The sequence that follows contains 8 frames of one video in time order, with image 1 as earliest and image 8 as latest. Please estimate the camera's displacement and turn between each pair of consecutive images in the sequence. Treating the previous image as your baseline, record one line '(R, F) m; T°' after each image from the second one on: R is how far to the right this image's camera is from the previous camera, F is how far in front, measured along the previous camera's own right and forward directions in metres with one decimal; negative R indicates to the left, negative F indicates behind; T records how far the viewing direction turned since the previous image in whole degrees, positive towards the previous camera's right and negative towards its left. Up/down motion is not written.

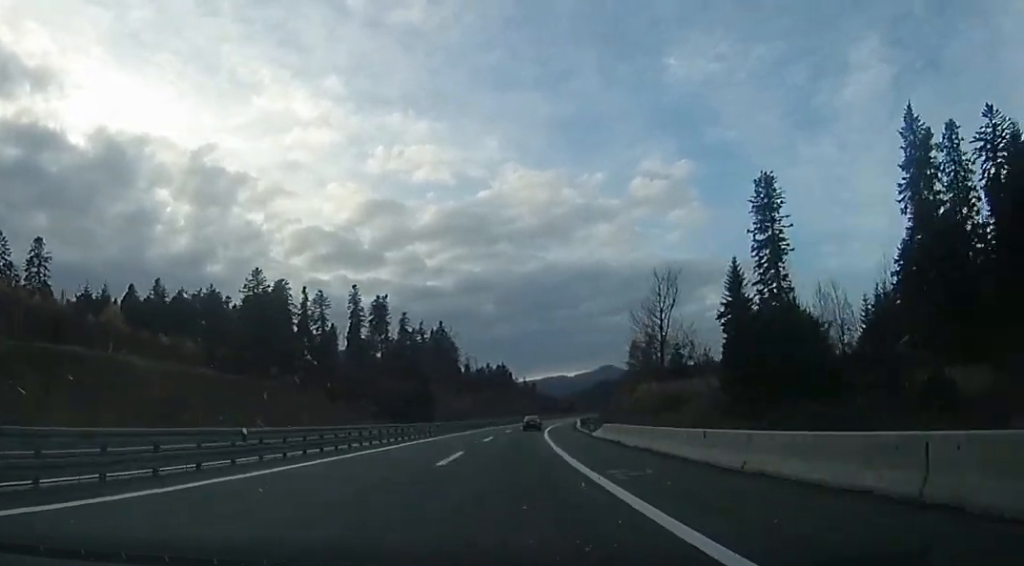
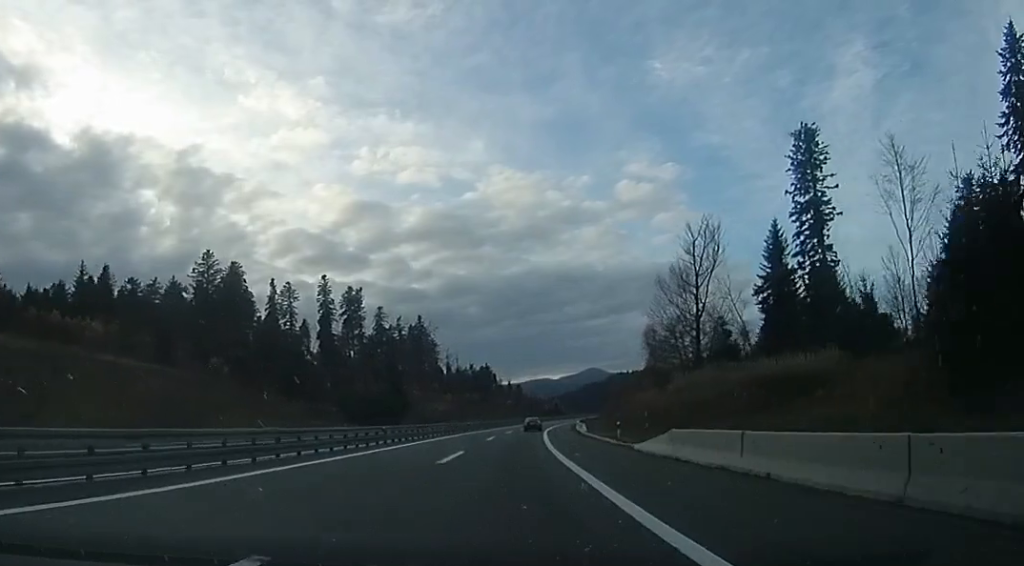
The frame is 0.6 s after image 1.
(-0.7, +18.0) m; 0°
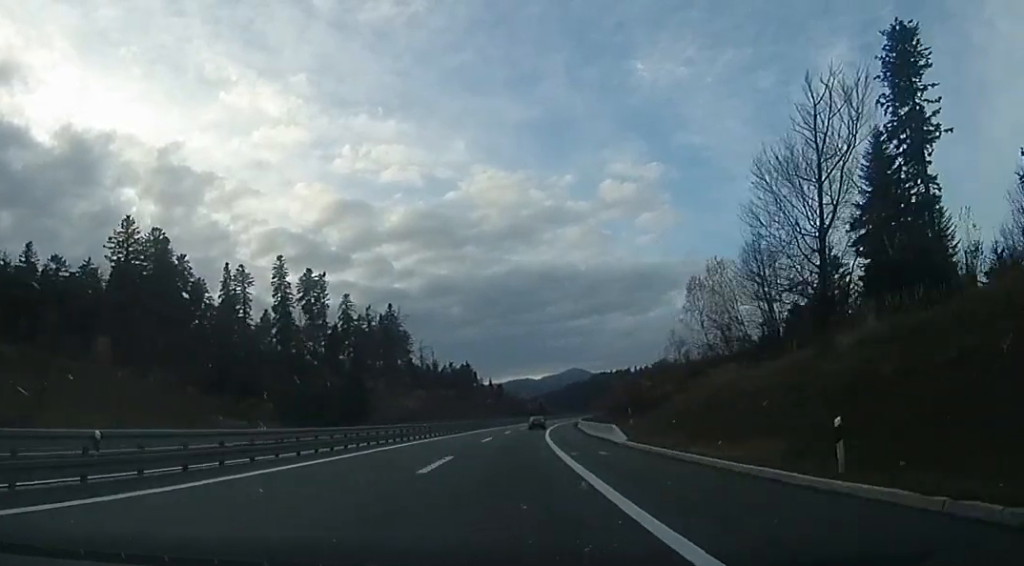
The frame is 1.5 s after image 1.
(+0.5, +23.8) m; +4°
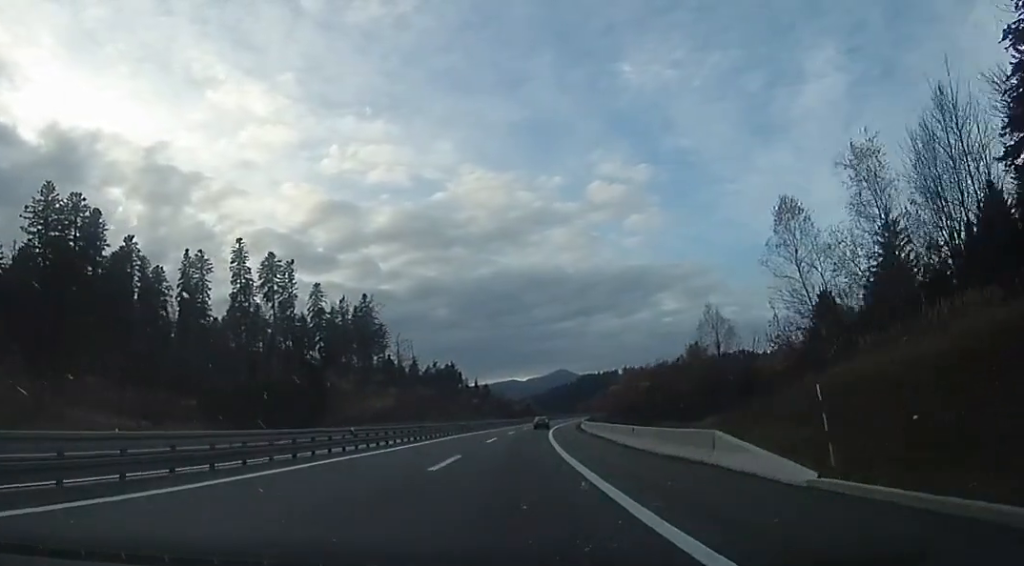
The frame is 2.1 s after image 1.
(+0.5, +18.5) m; +2°
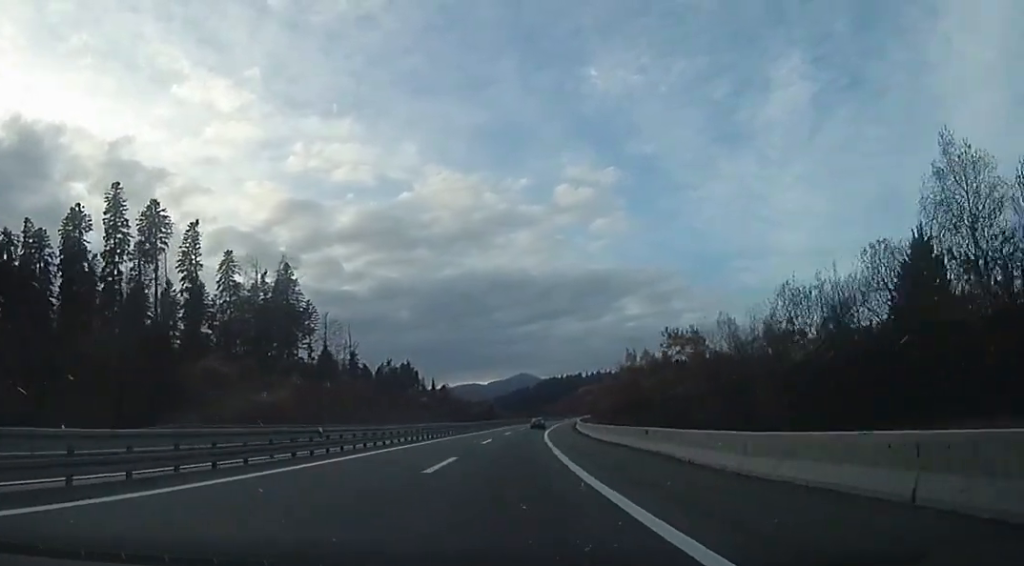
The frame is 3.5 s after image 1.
(+0.4, +39.0) m; +1°
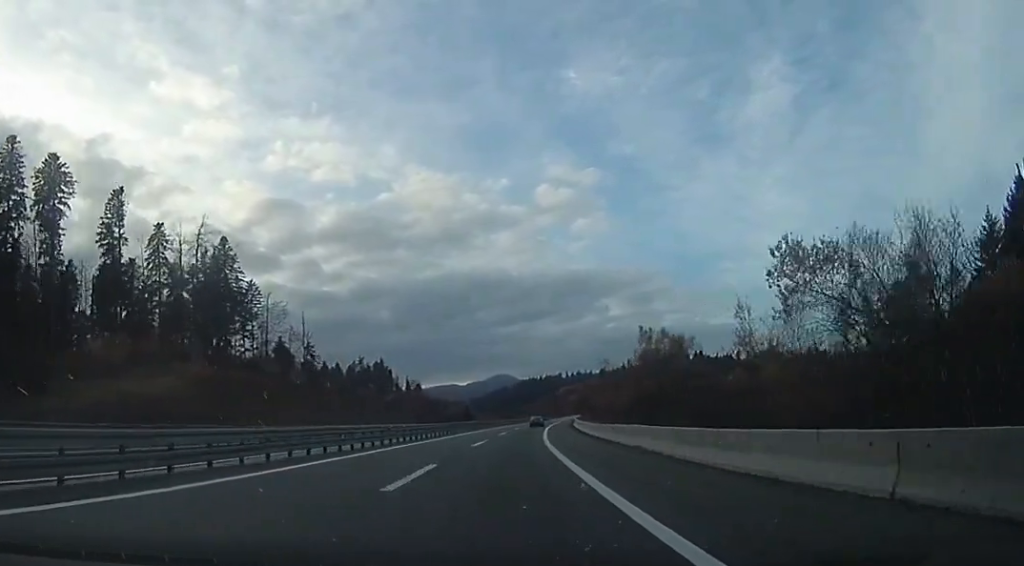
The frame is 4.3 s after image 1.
(+0.2, +23.8) m; +3°
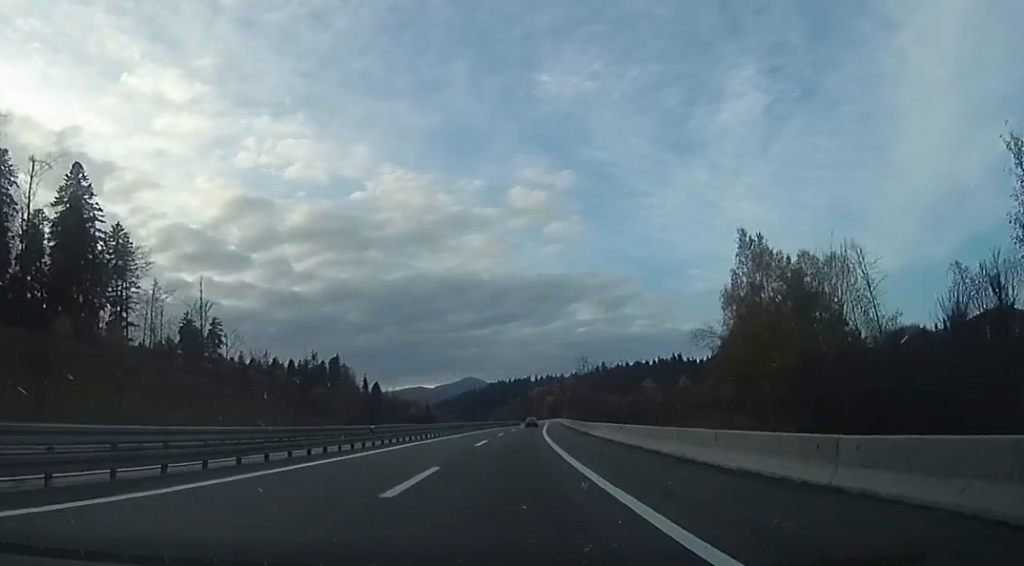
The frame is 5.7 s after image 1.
(+2.4, +40.2) m; +4°
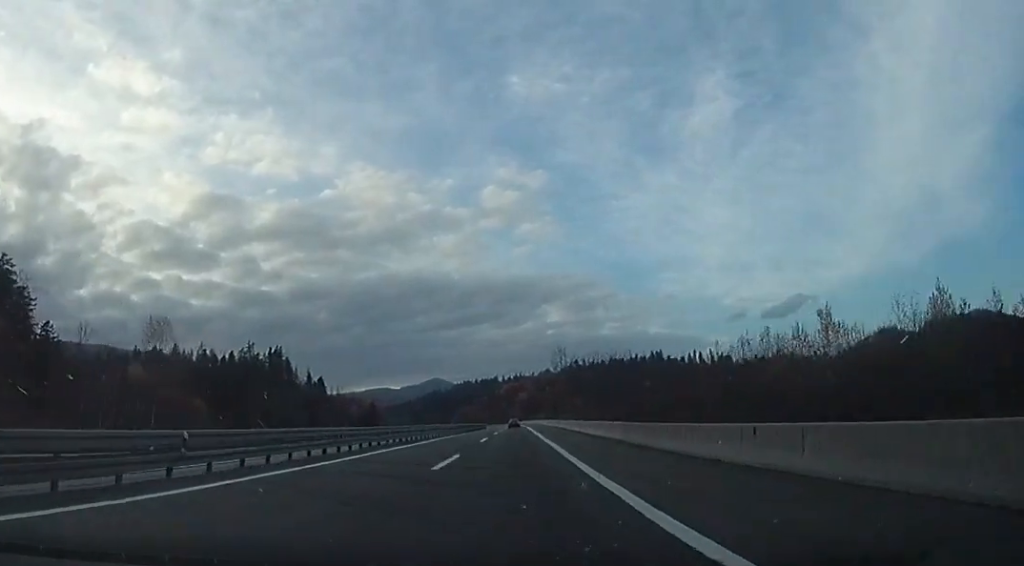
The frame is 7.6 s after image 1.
(+0.8, +52.9) m; +3°
